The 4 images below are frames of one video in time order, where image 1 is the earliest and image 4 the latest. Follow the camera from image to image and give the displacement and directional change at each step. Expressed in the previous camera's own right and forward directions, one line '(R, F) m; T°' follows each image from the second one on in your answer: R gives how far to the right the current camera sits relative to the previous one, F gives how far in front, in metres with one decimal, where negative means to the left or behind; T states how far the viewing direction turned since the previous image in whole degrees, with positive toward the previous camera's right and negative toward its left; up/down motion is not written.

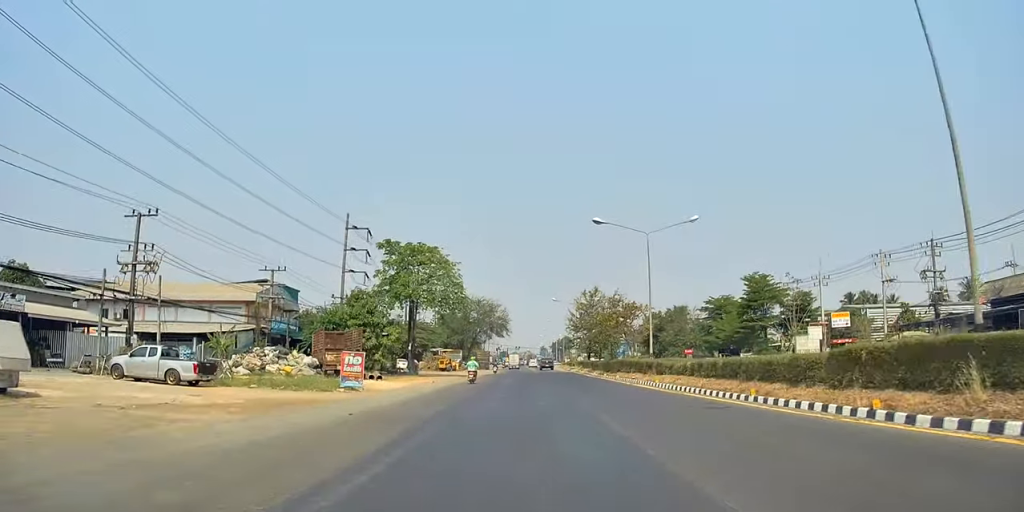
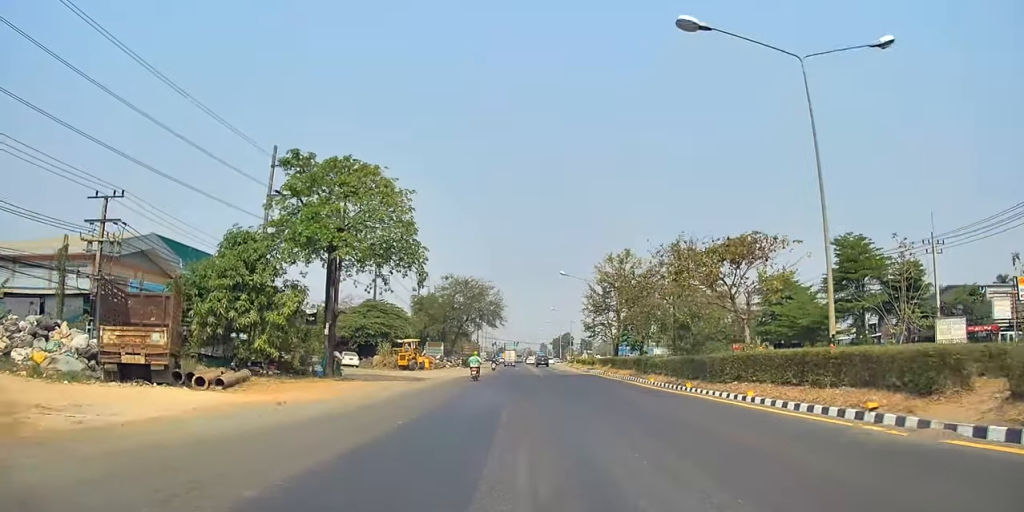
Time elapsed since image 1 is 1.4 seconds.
(-0.3, +24.7) m; +1°
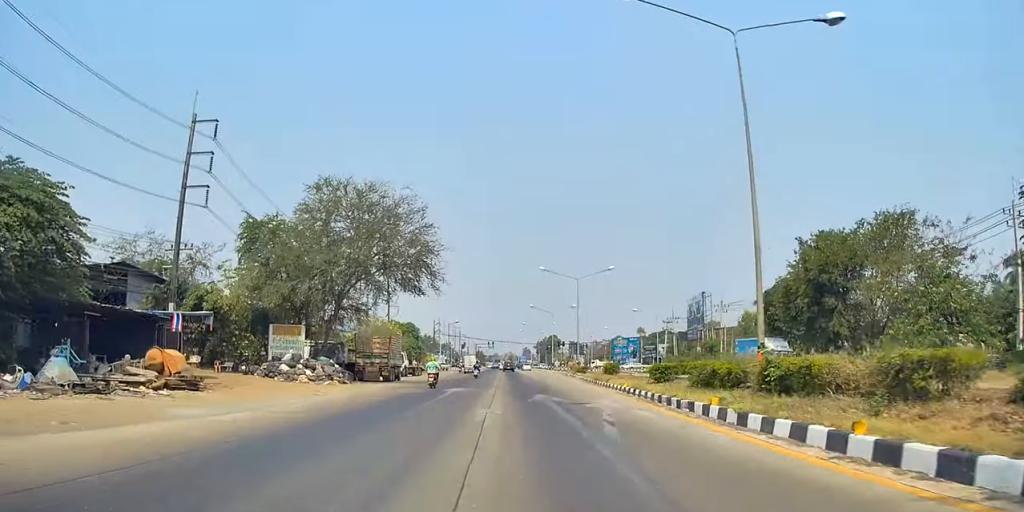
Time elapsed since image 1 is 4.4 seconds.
(+0.9, +52.9) m; +3°
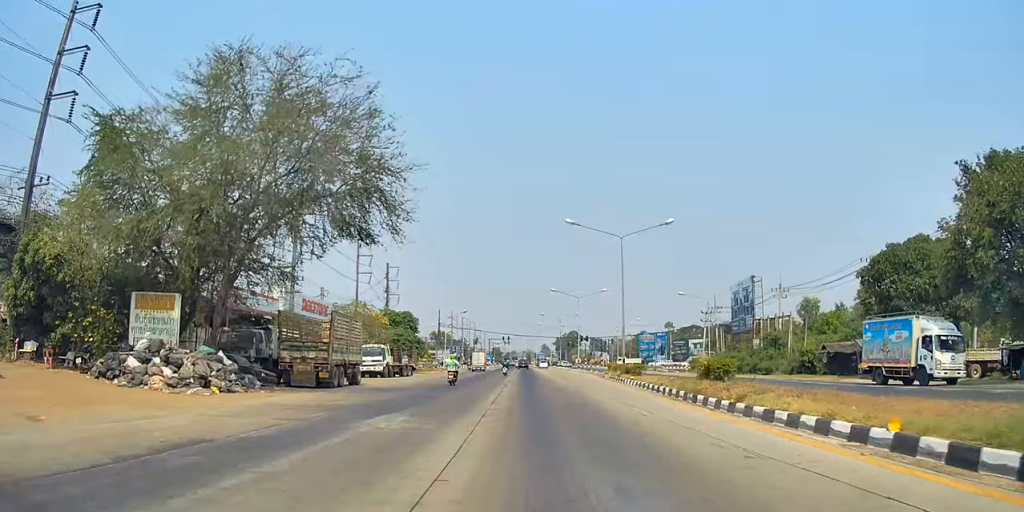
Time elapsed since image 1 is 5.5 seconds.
(+0.5, +18.8) m; 0°
